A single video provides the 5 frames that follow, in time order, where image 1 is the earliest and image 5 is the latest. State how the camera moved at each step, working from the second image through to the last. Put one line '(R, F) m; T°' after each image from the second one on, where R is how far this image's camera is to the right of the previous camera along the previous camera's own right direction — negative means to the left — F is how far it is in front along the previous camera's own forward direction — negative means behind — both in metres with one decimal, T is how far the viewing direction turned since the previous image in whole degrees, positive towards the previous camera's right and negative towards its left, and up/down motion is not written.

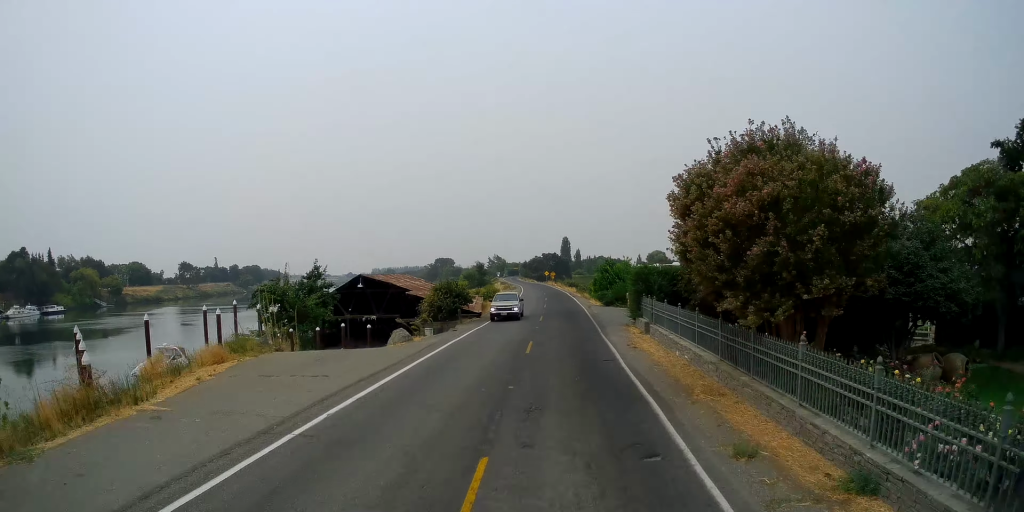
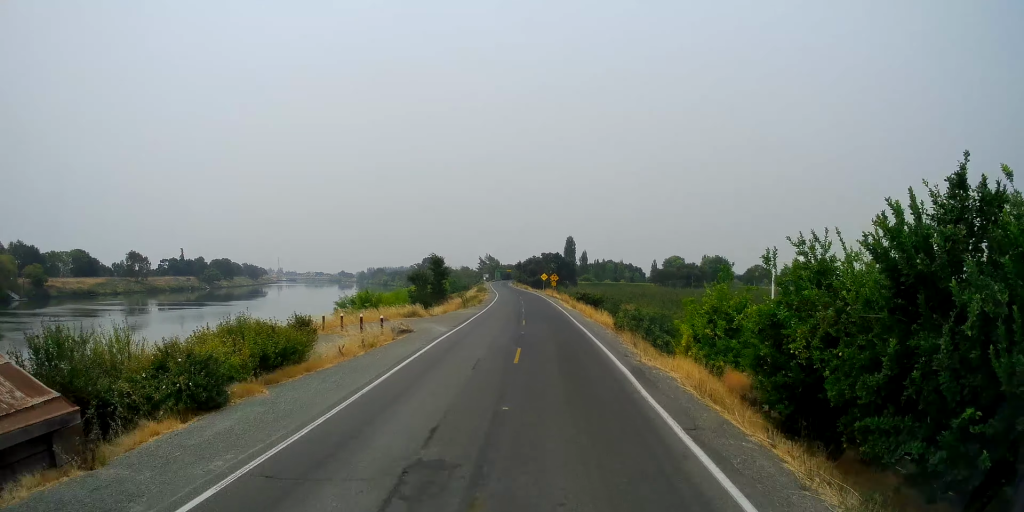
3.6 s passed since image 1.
(-0.9, +60.6) m; -2°
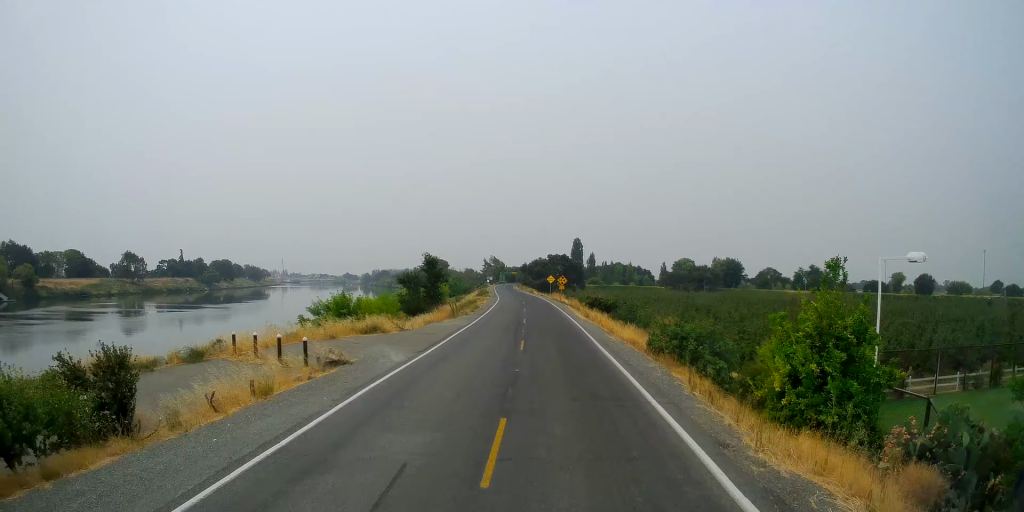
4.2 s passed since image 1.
(-0.1, +10.1) m; +1°
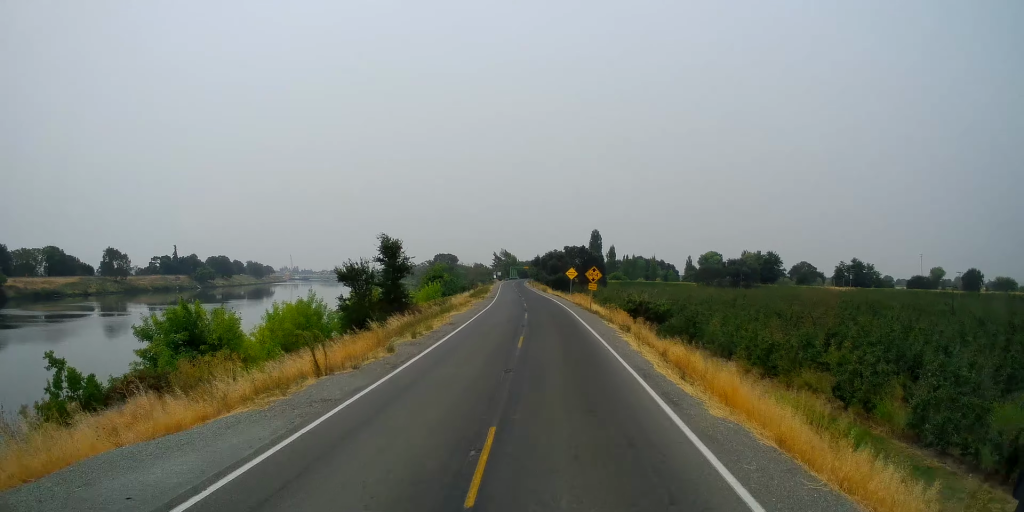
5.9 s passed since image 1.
(+0.8, +30.3) m; -1°
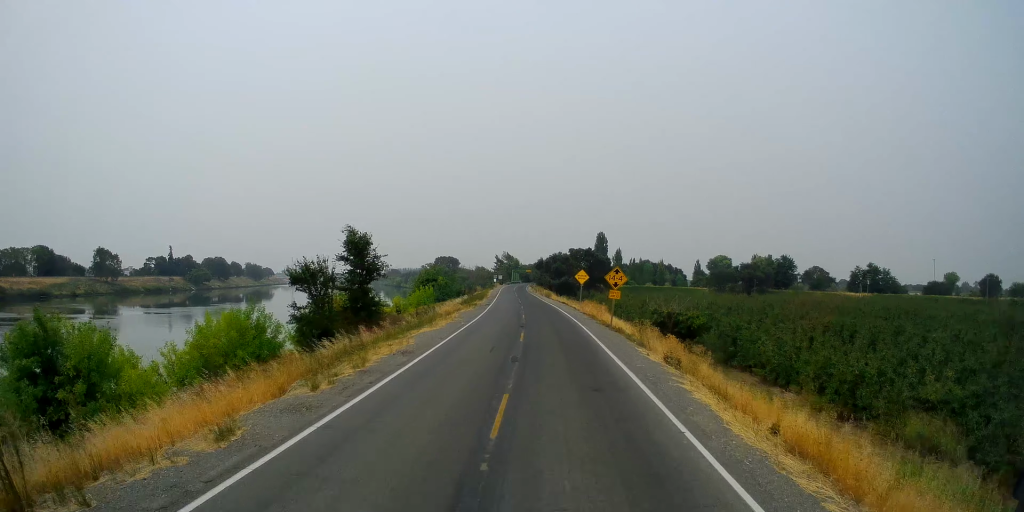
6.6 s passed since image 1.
(-0.4, +11.5) m; -2°
